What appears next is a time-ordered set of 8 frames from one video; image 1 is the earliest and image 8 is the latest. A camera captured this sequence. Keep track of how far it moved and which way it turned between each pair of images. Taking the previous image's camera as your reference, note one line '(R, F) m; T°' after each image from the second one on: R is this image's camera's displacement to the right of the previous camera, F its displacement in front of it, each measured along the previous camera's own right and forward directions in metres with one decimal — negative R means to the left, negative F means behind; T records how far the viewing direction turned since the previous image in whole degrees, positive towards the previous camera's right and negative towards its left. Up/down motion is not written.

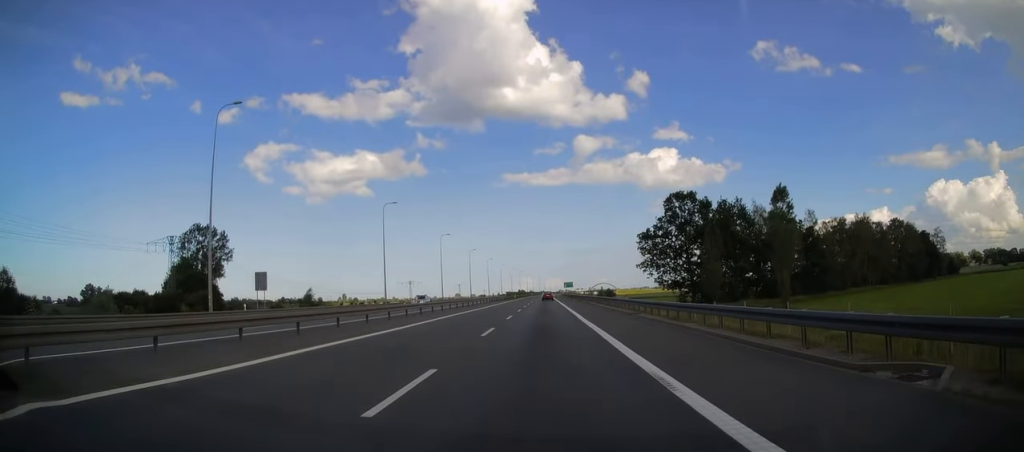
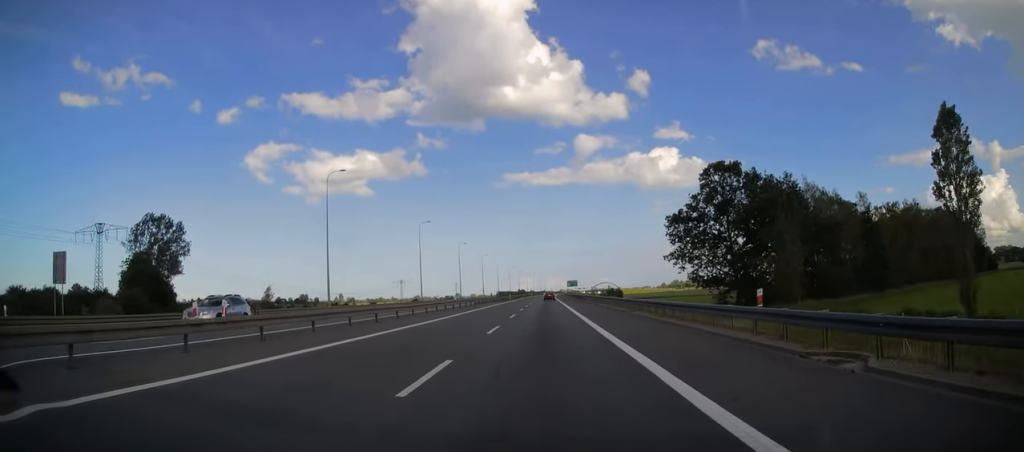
(+0.3, +22.7) m; 0°
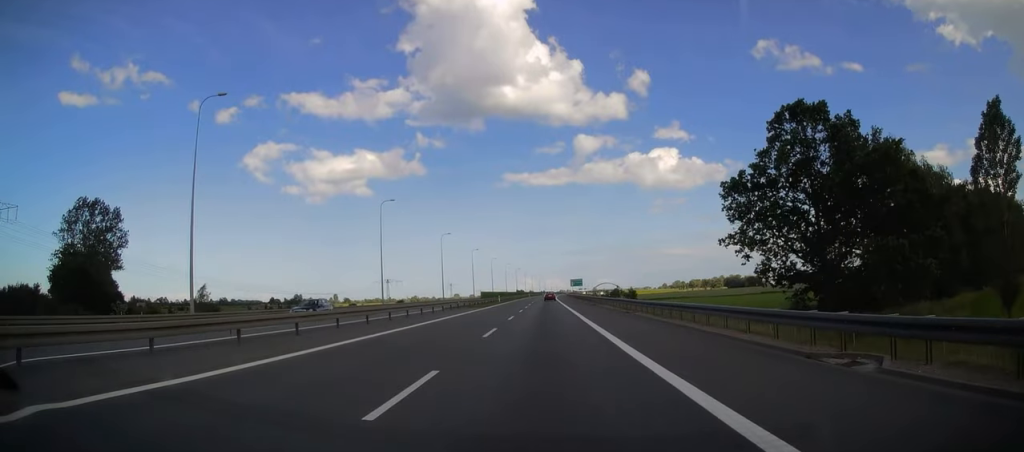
(-0.2, +25.3) m; 0°
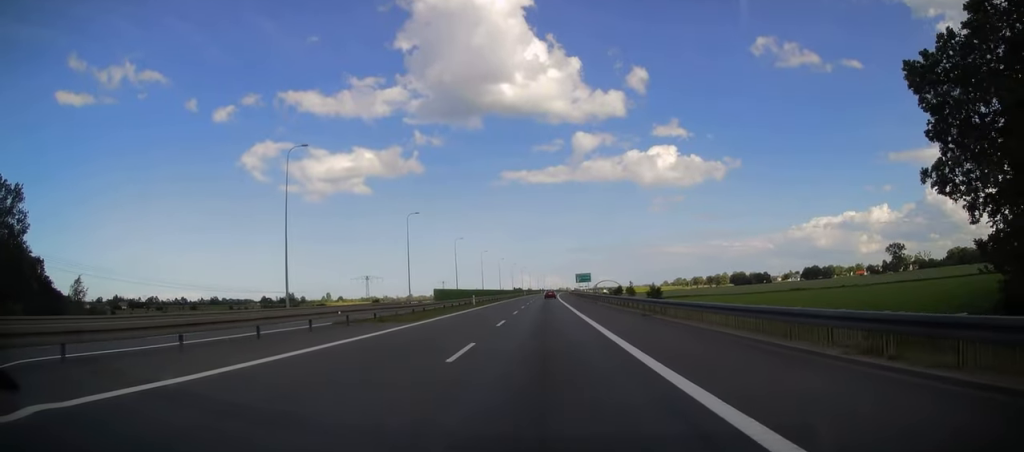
(+0.2, +30.6) m; 0°
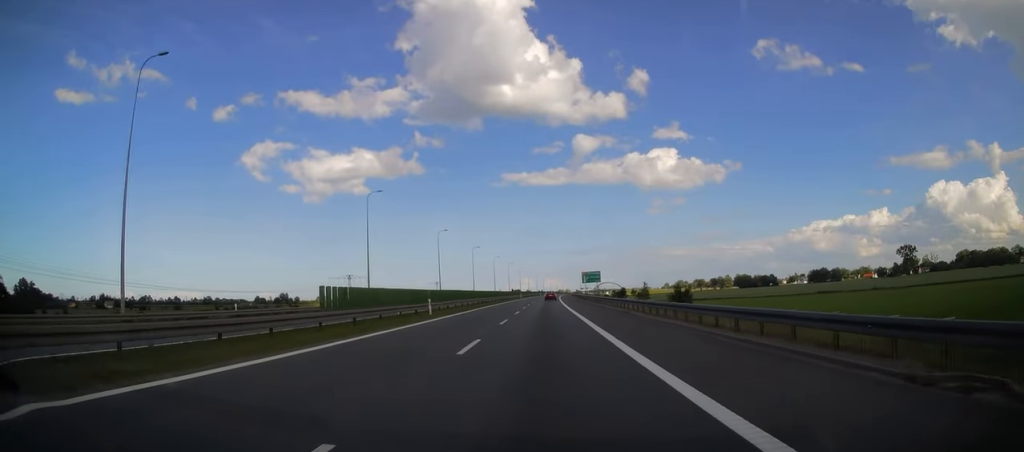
(-0.2, +22.2) m; 0°
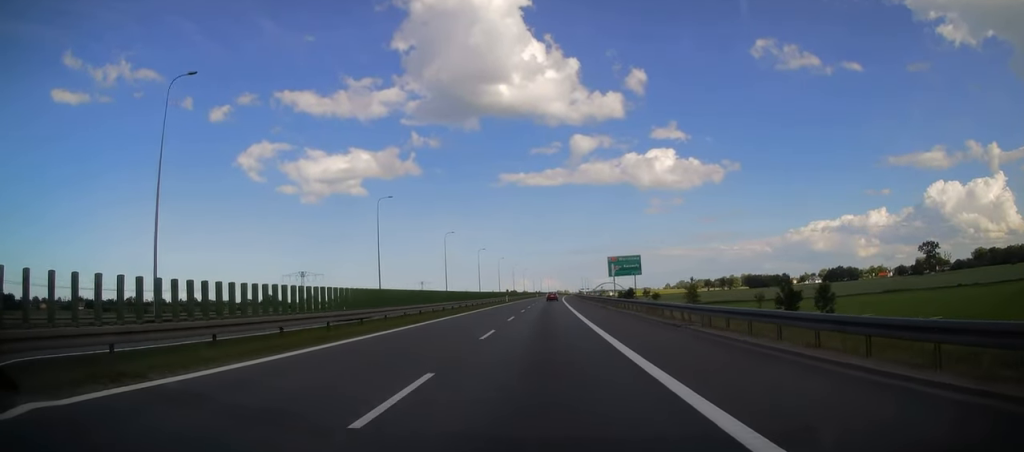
(+0.2, +43.0) m; 0°
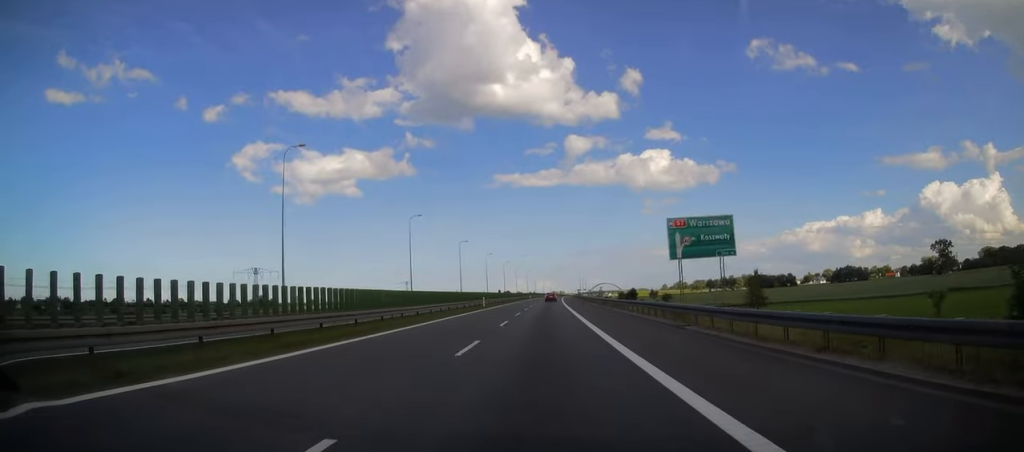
(-0.1, +28.4) m; 0°
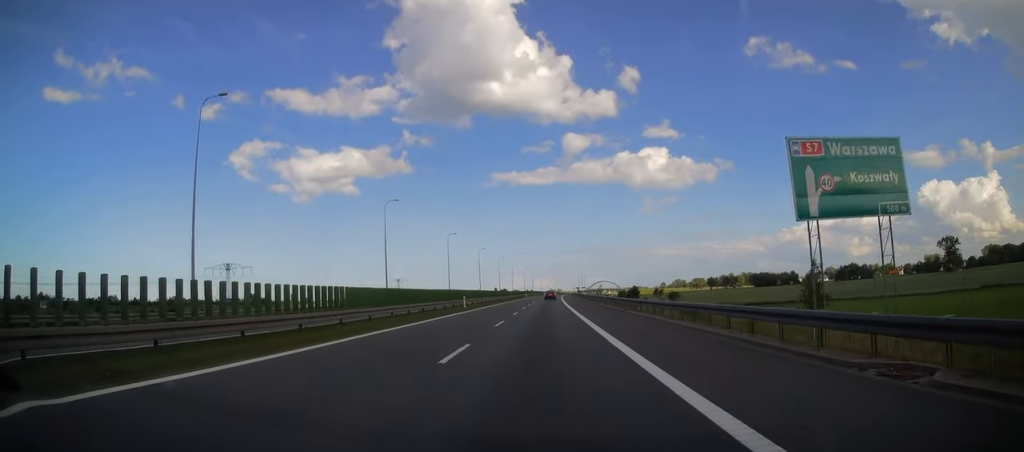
(+0.1, +13.8) m; +1°
